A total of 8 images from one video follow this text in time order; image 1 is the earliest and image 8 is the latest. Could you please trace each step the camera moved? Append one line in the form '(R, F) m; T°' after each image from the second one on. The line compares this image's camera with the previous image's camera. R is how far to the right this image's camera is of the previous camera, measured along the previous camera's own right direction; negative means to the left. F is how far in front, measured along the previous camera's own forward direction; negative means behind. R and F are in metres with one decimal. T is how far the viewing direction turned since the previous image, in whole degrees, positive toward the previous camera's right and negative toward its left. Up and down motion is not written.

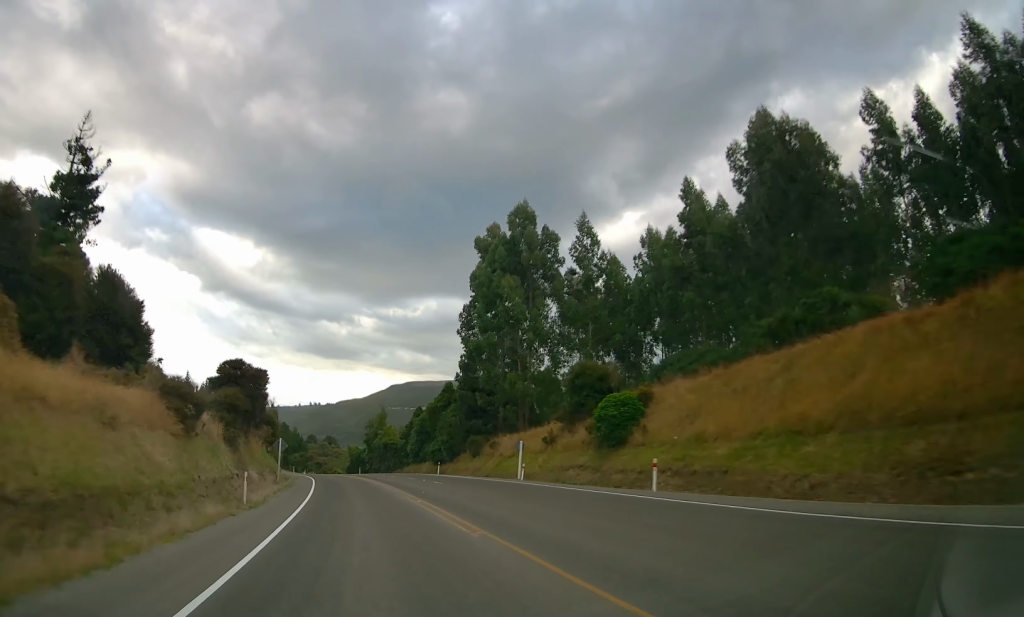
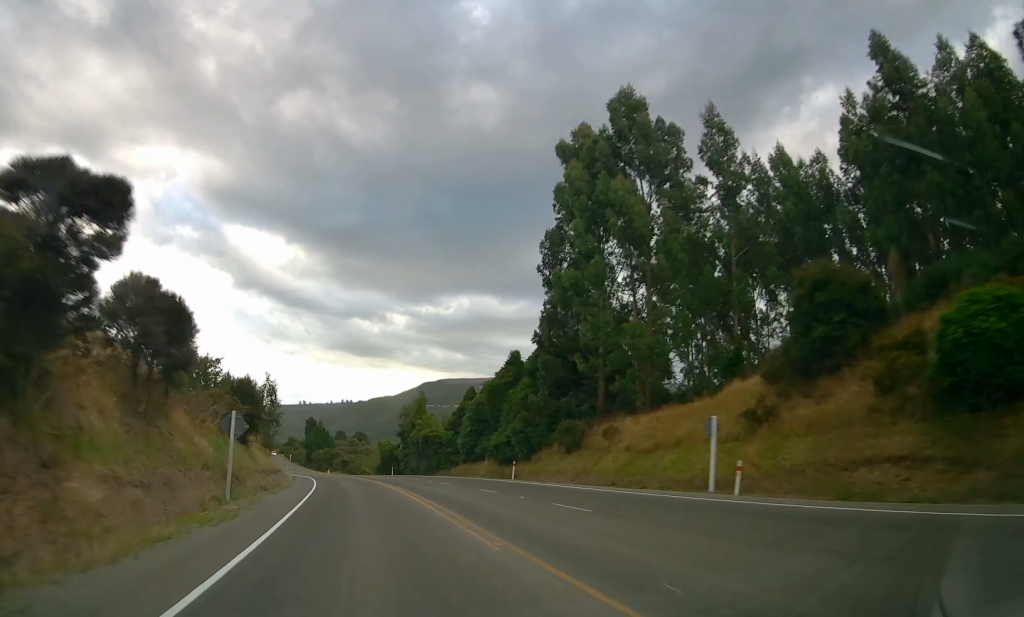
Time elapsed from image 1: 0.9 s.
(-0.7, +21.6) m; -1°
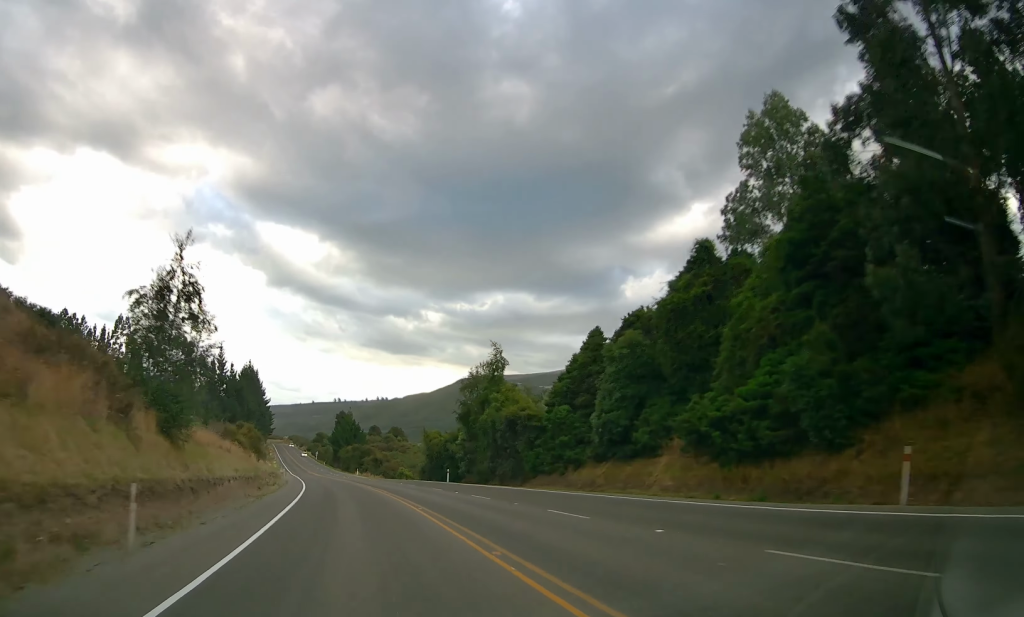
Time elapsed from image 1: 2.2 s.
(+0.1, +30.1) m; -3°
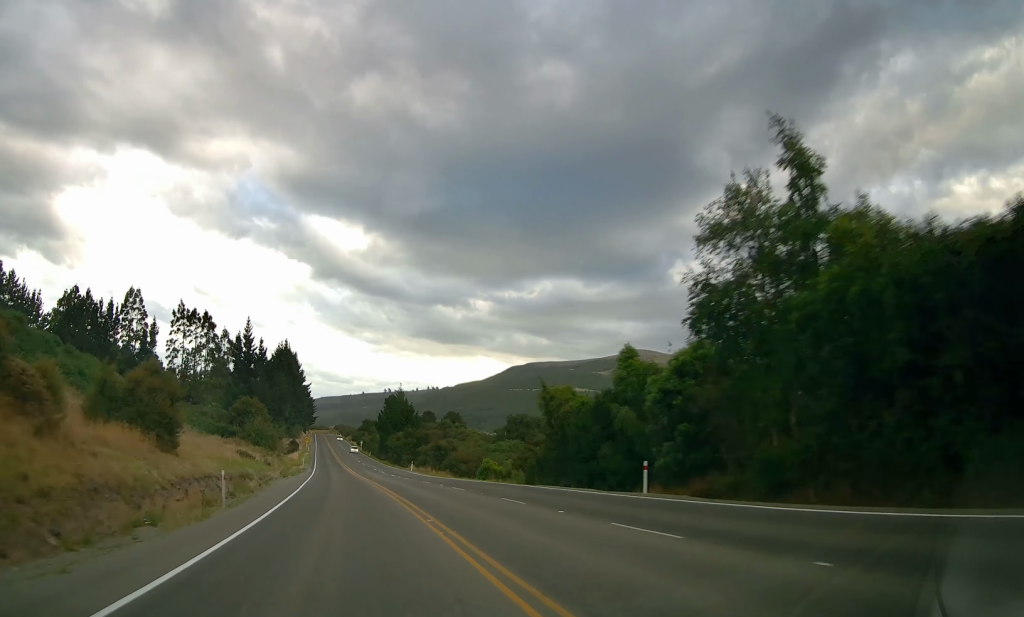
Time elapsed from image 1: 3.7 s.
(-2.7, +34.4) m; -6°
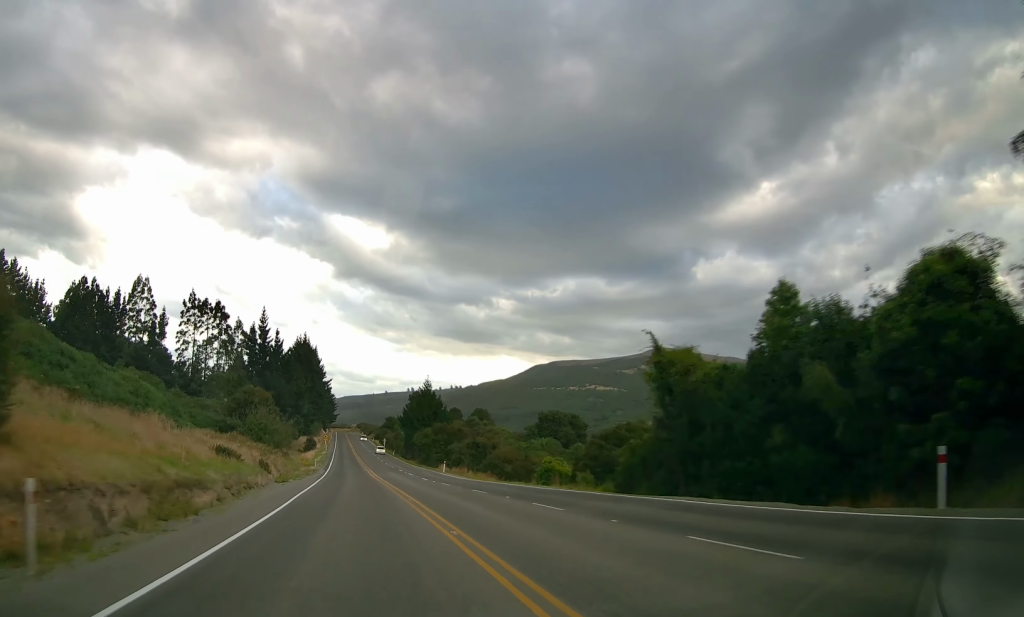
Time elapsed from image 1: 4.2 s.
(-0.2, +12.8) m; -1°
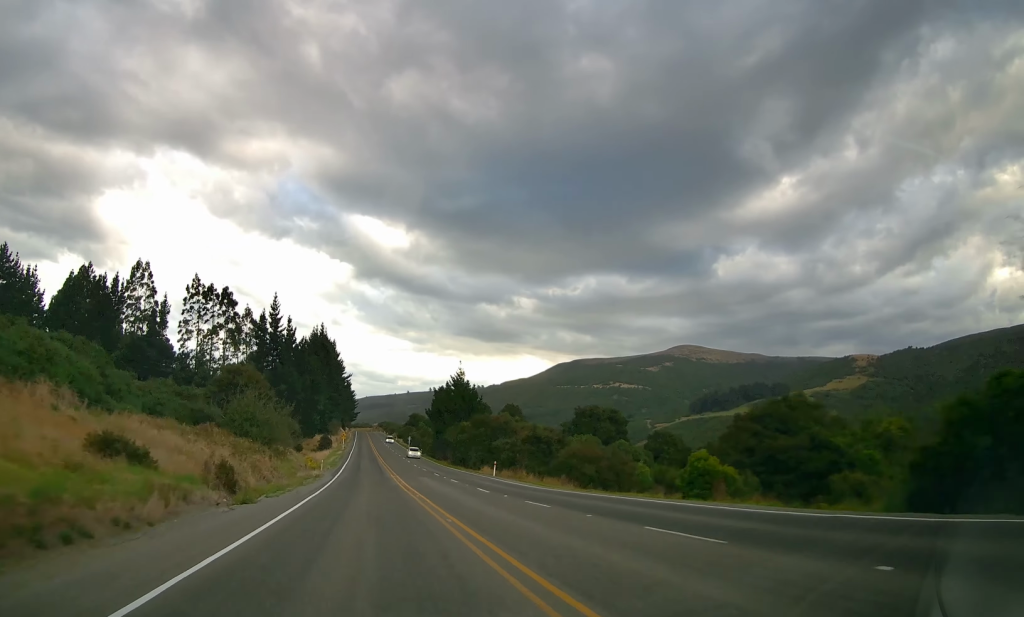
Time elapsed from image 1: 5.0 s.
(+0.2, +17.9) m; -1°
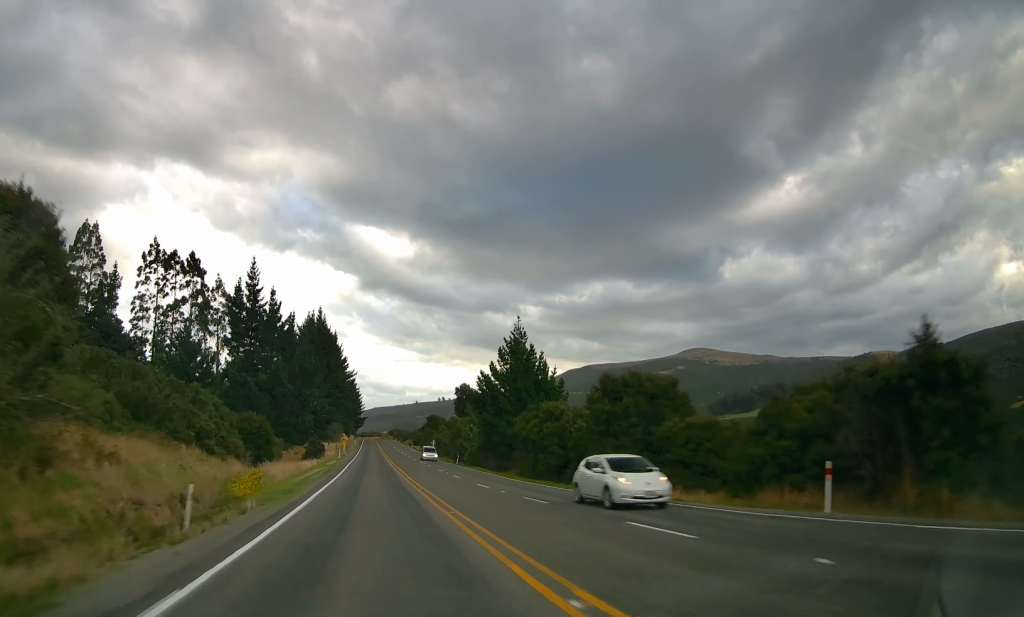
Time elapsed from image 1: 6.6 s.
(-1.1, +39.0) m; -2°
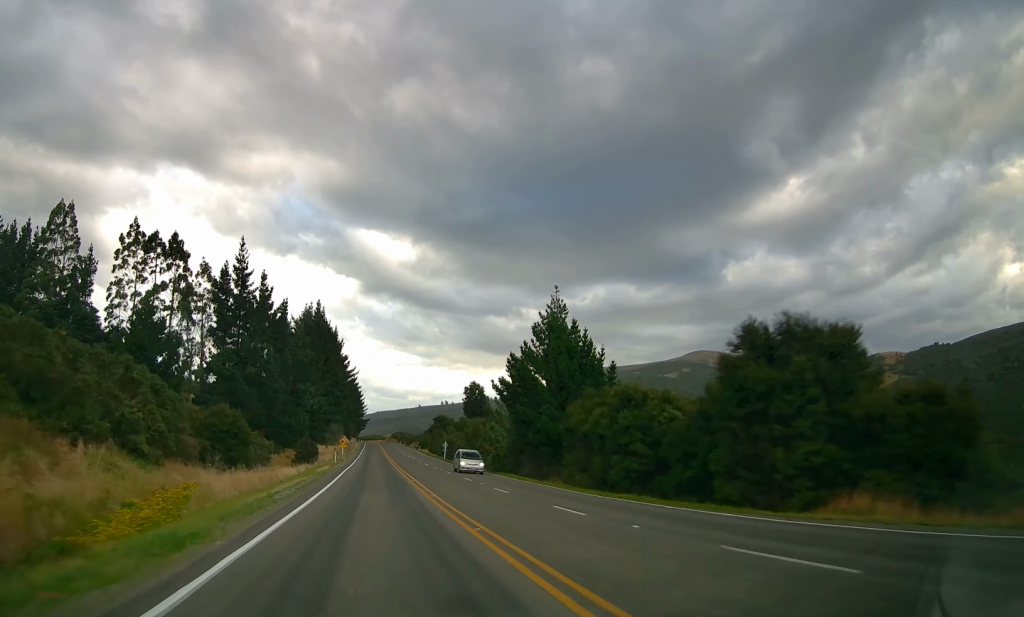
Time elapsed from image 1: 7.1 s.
(+0.2, +13.8) m; 0°
